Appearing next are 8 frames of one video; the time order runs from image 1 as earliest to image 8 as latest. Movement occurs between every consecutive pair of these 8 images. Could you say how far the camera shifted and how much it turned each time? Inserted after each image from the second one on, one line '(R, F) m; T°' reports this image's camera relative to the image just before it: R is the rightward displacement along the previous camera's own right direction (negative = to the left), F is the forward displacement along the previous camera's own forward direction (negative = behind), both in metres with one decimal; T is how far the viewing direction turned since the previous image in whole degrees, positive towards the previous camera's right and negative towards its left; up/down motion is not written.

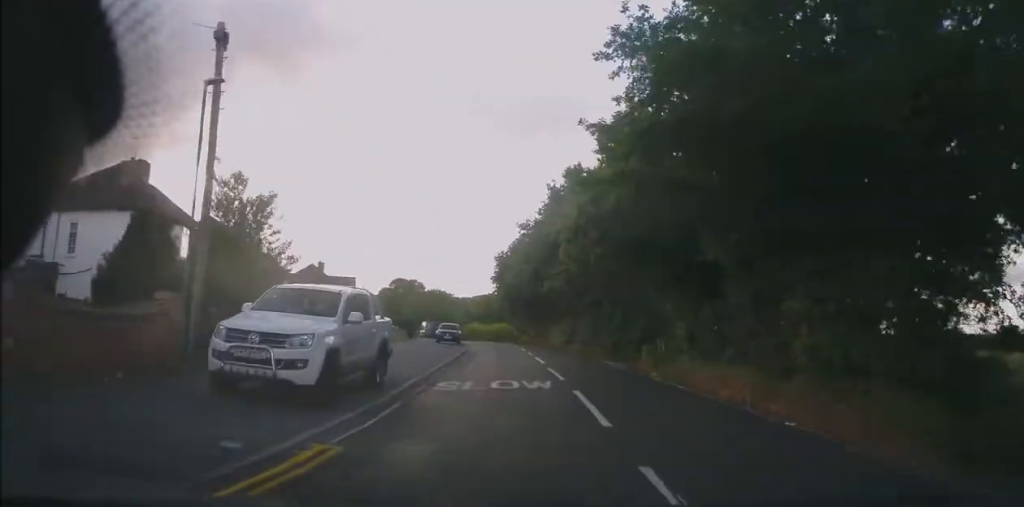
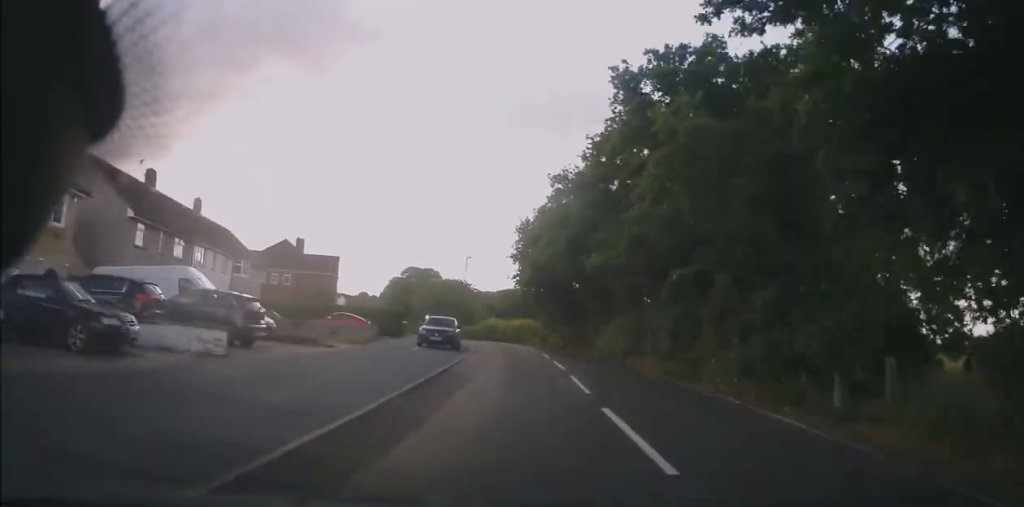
(-0.2, +15.8) m; -3°
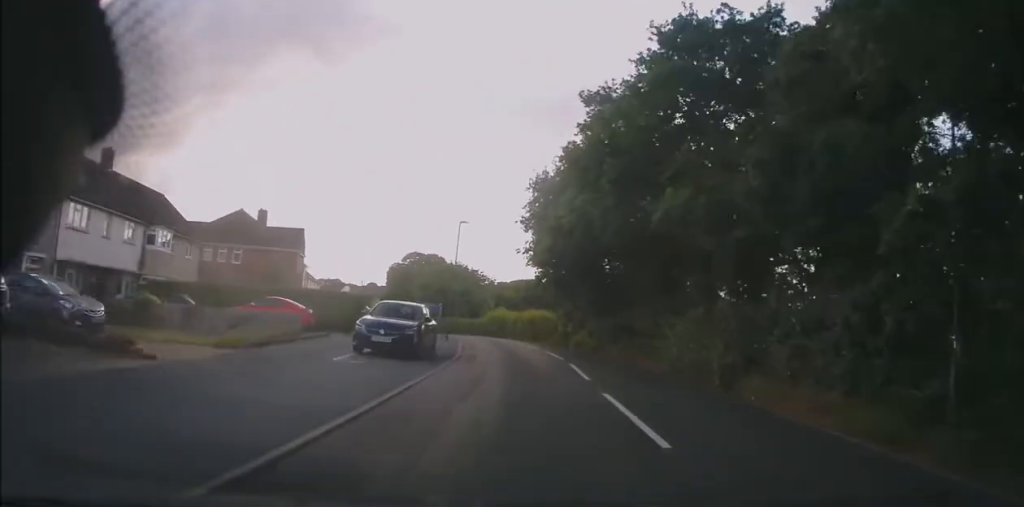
(-0.4, +11.9) m; -3°
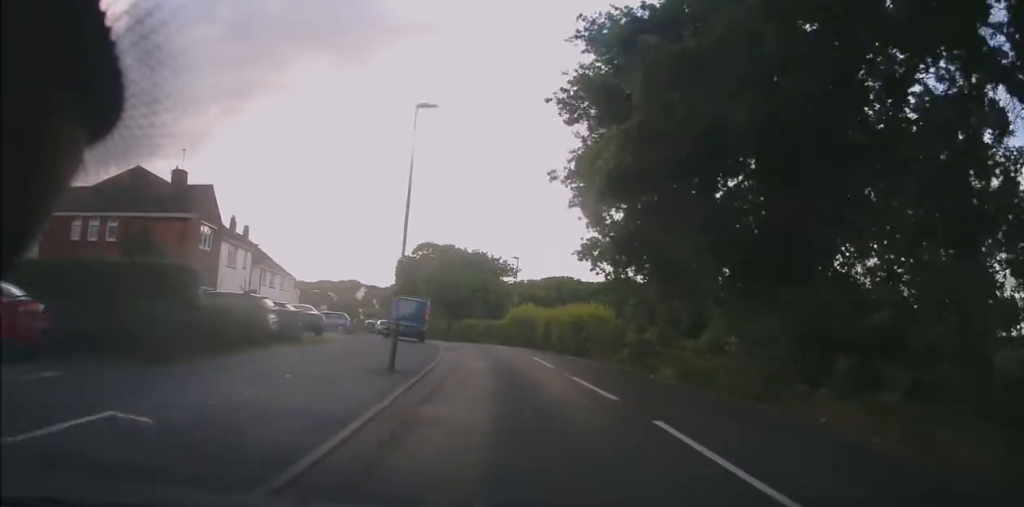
(-0.3, +16.8) m; -1°
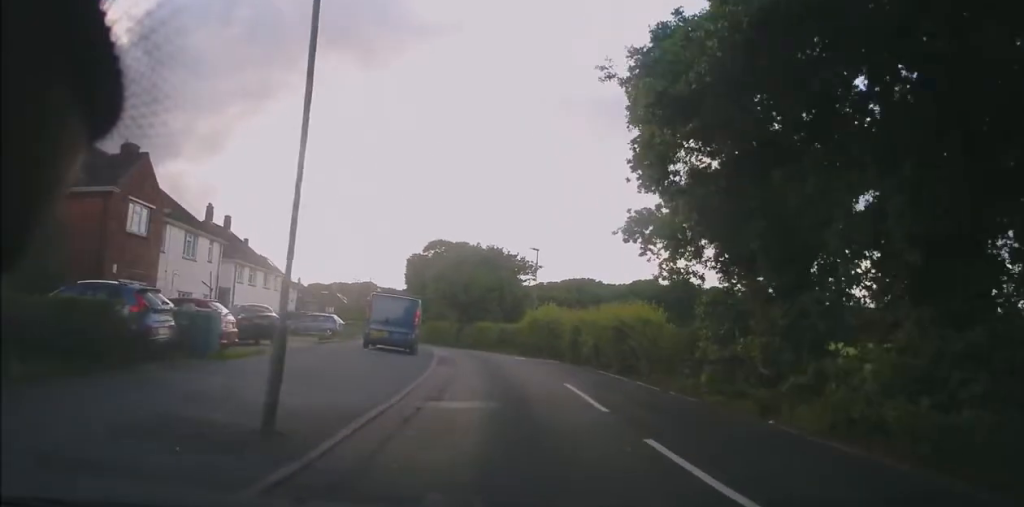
(0.0, +6.8) m; -2°
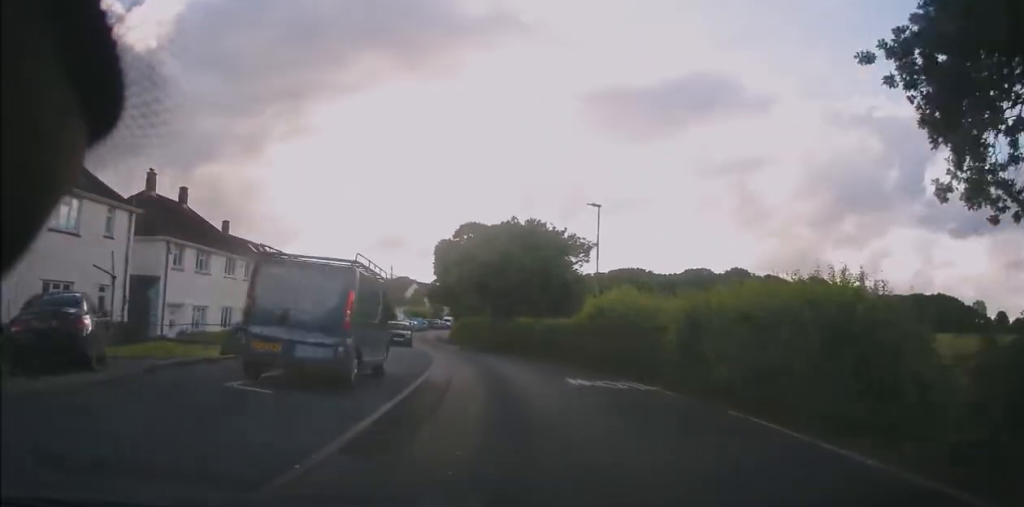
(-0.4, +11.8) m; -4°
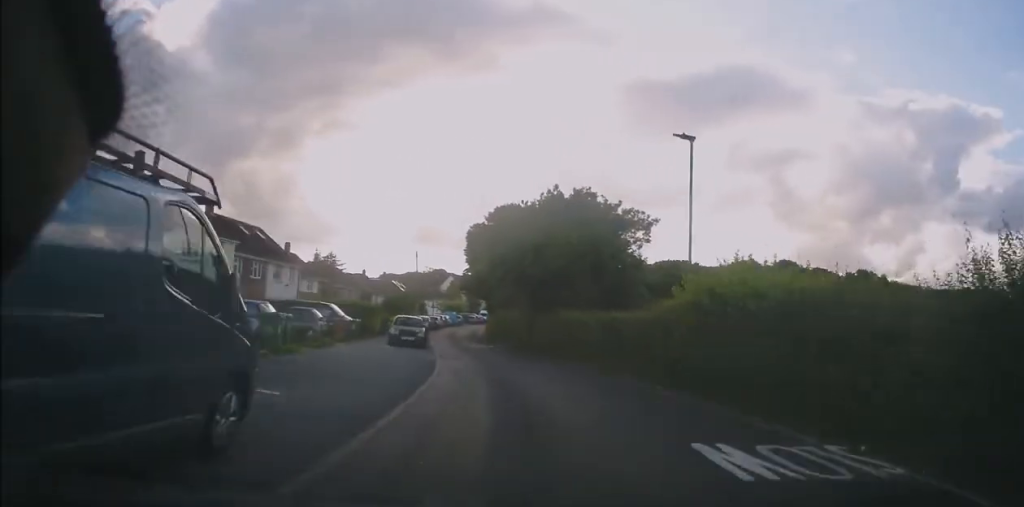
(-0.3, +8.0) m; -3°
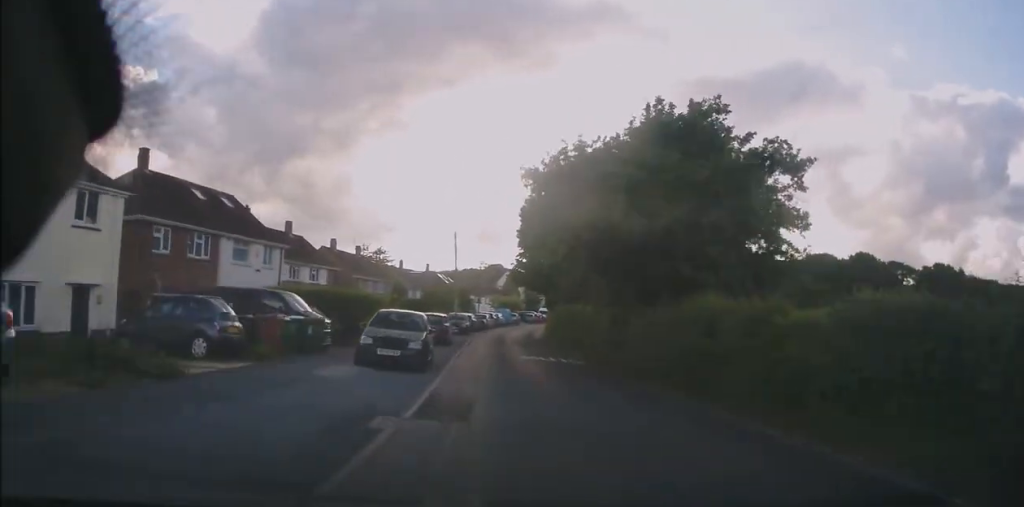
(-0.5, +13.4) m; -6°
